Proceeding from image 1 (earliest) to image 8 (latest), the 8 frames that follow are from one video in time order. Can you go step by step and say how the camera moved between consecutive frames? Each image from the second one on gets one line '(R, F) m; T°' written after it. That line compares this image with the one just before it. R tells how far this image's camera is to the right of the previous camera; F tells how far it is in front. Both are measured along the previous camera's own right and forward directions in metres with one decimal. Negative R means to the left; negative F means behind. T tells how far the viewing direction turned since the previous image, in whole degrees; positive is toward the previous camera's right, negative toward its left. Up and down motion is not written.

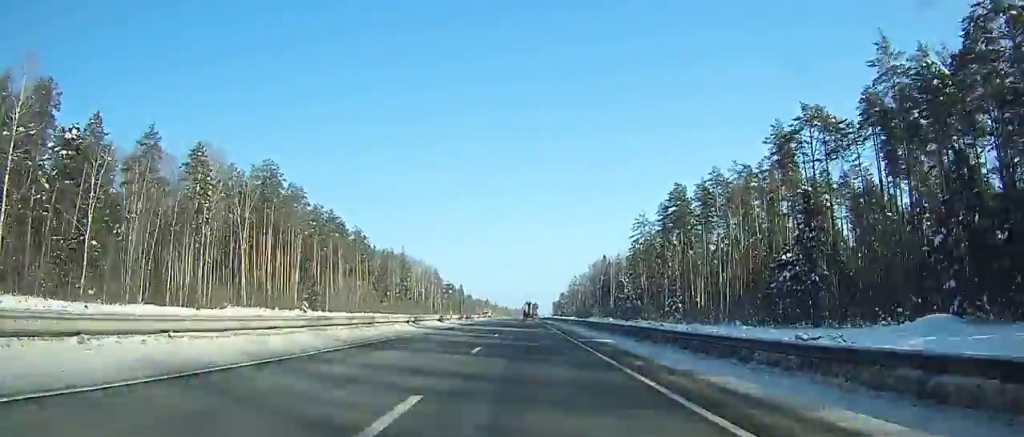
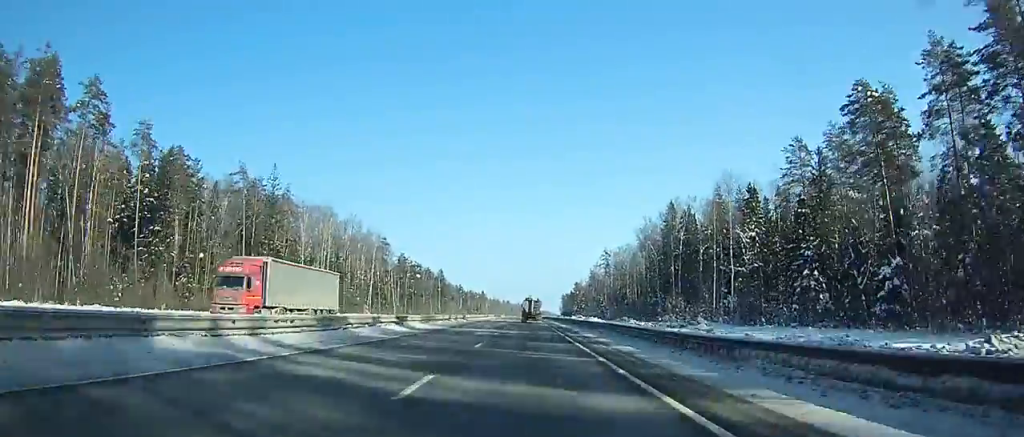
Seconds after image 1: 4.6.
(-0.9, +119.3) m; -5°
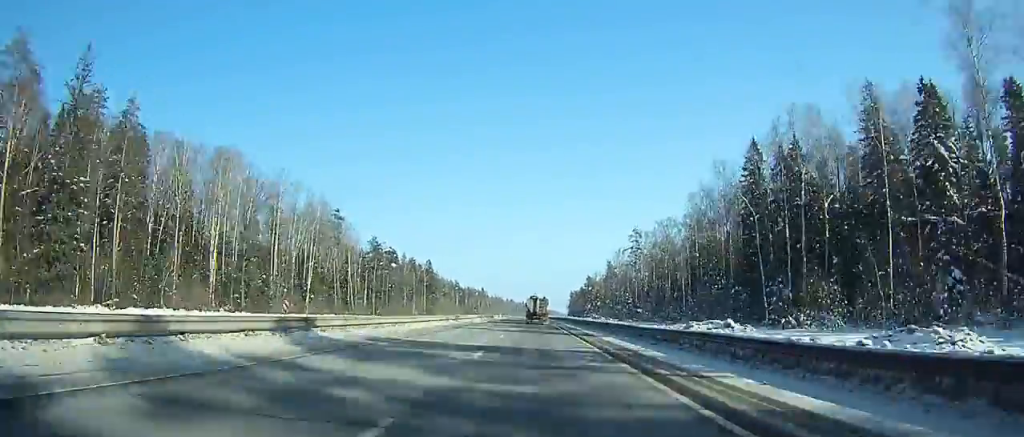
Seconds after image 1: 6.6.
(-5.0, +52.8) m; -1°
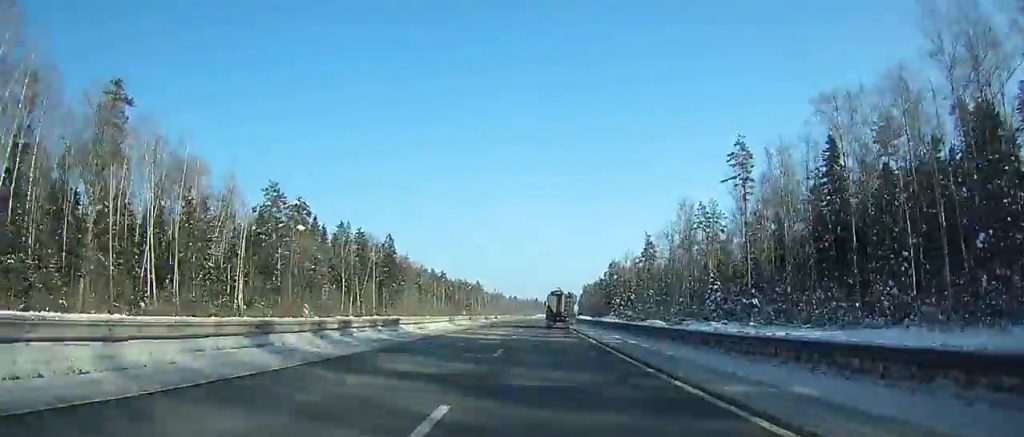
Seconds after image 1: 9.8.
(+3.1, +85.7) m; +3°
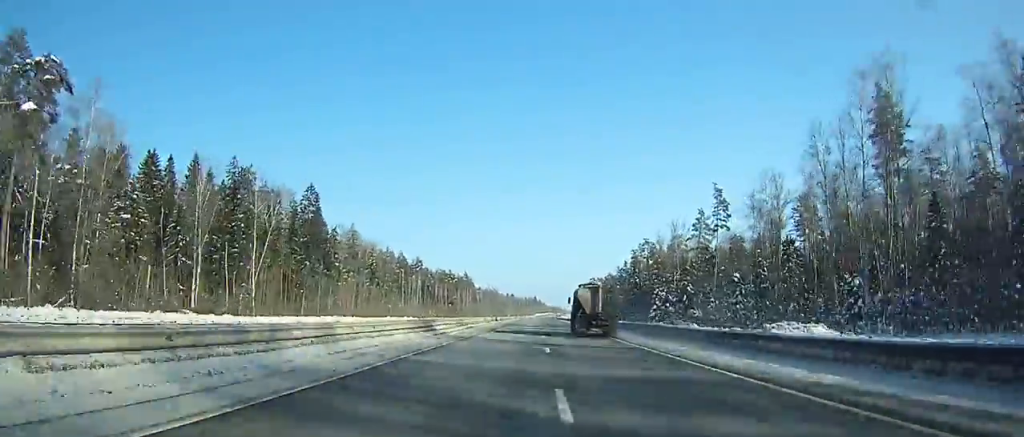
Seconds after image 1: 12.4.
(+0.3, +71.4) m; +1°
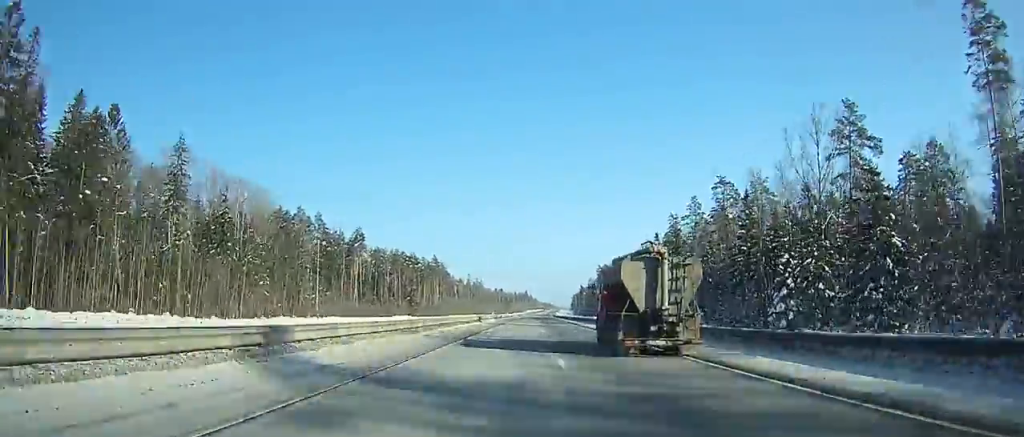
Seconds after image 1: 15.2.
(+0.5, +78.4) m; +1°
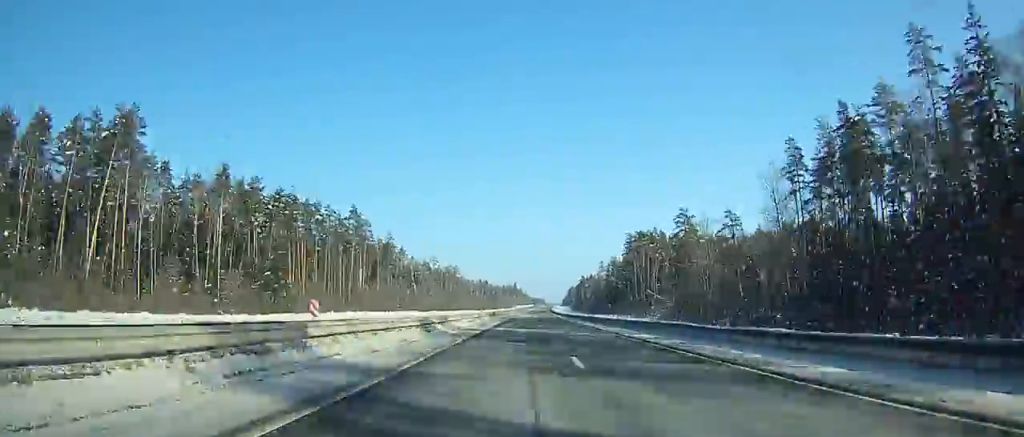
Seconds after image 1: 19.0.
(+0.8, +108.9) m; +1°
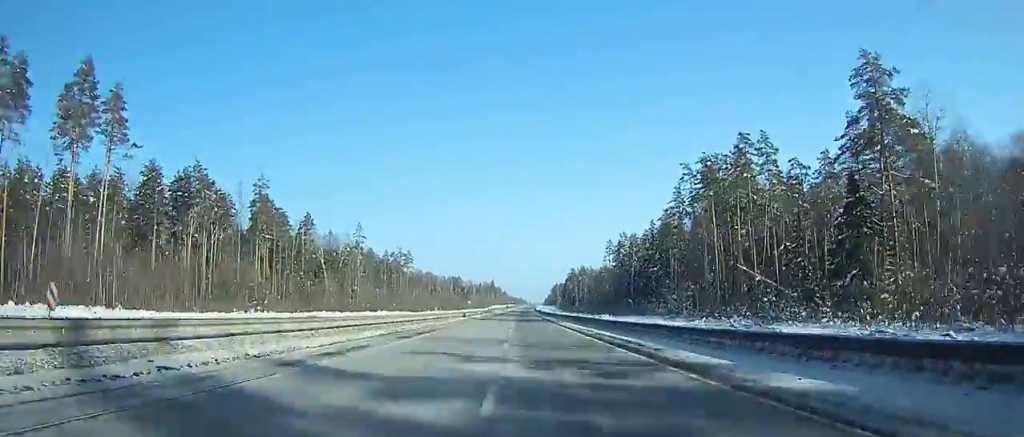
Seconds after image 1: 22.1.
(+0.7, +91.3) m; +1°
